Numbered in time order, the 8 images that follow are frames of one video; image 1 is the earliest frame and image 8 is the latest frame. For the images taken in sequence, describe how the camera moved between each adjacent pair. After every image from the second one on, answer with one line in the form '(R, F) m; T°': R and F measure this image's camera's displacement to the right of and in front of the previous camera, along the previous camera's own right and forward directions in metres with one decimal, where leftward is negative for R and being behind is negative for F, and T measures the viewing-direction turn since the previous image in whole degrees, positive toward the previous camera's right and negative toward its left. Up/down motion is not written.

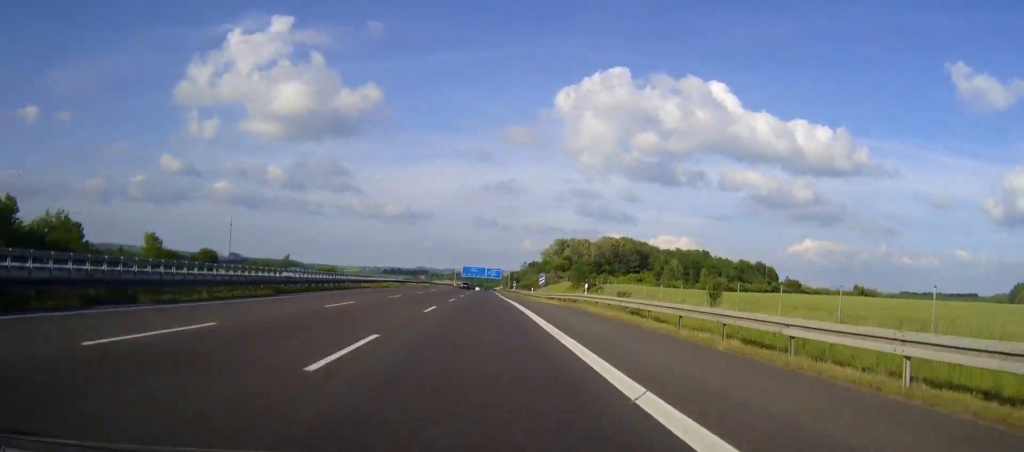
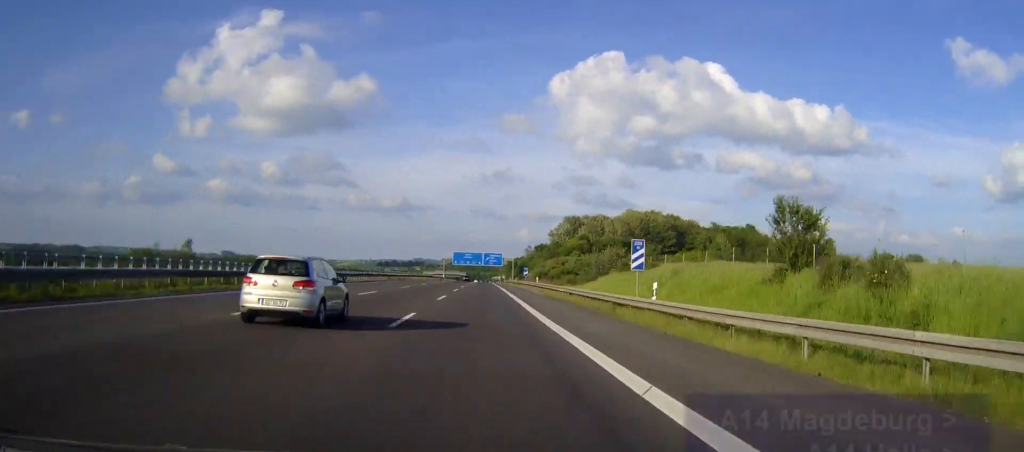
(+0.1, +65.6) m; 0°
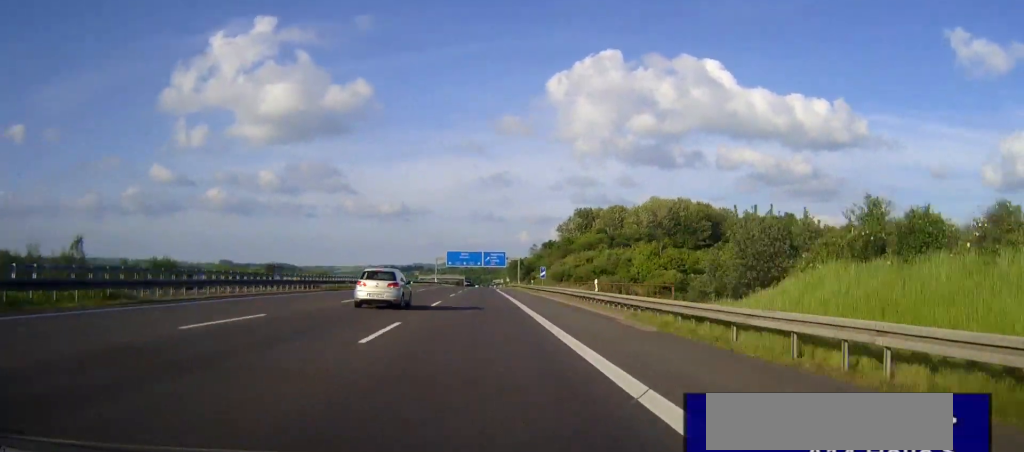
(0.0, +39.7) m; 0°
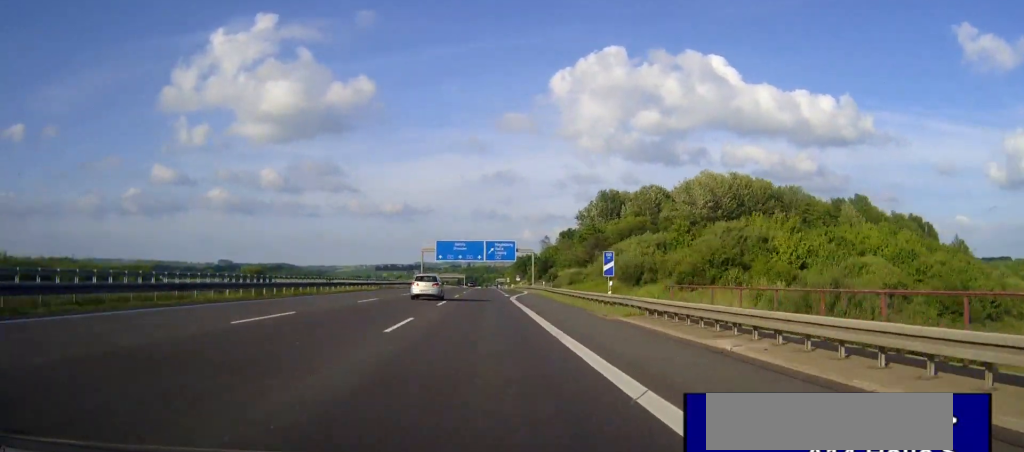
(0.0, +50.8) m; 0°
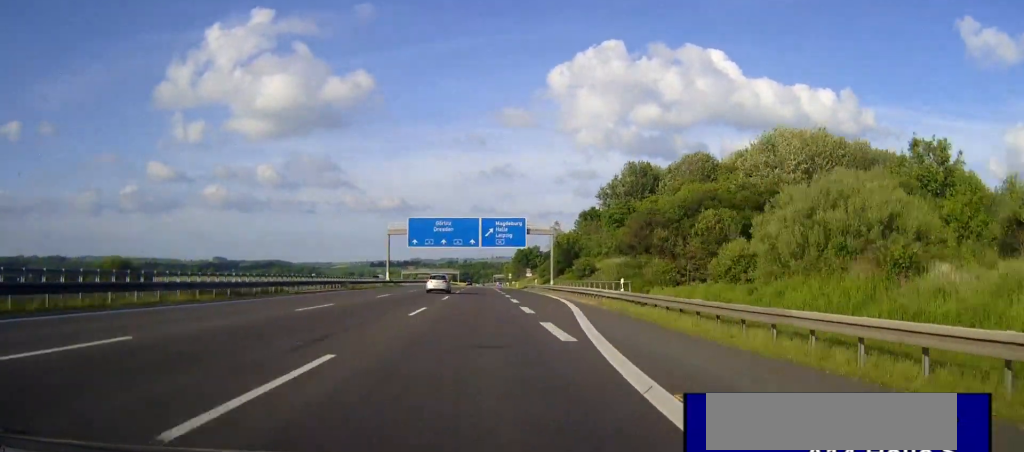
(0.0, +47.6) m; 0°
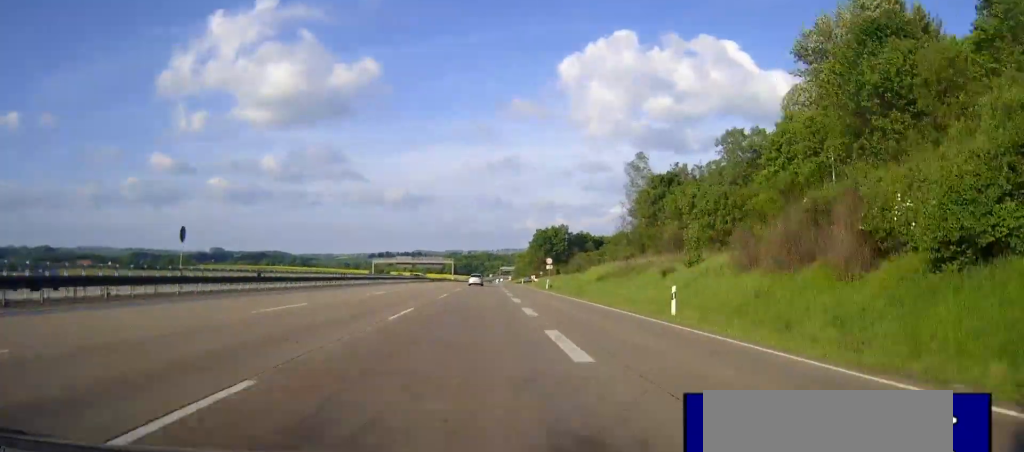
(-0.2, +111.7) m; 0°
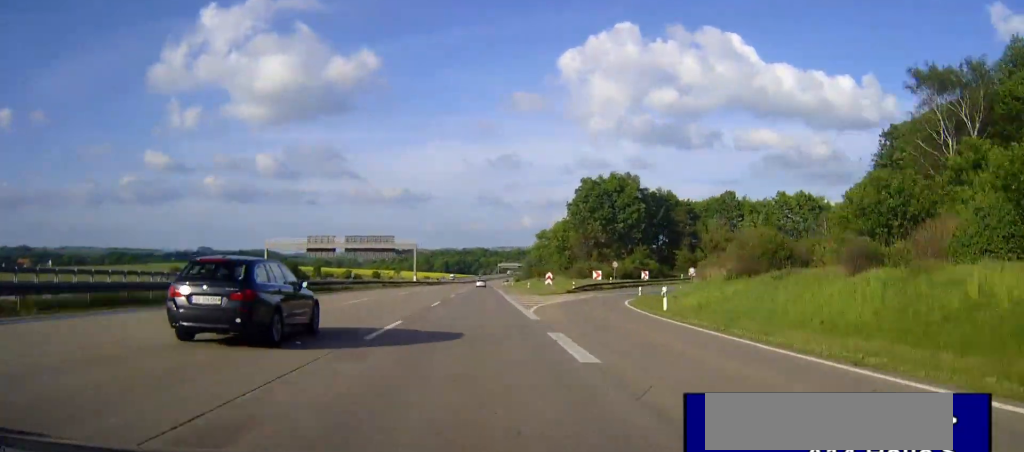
(0.0, +130.8) m; 0°
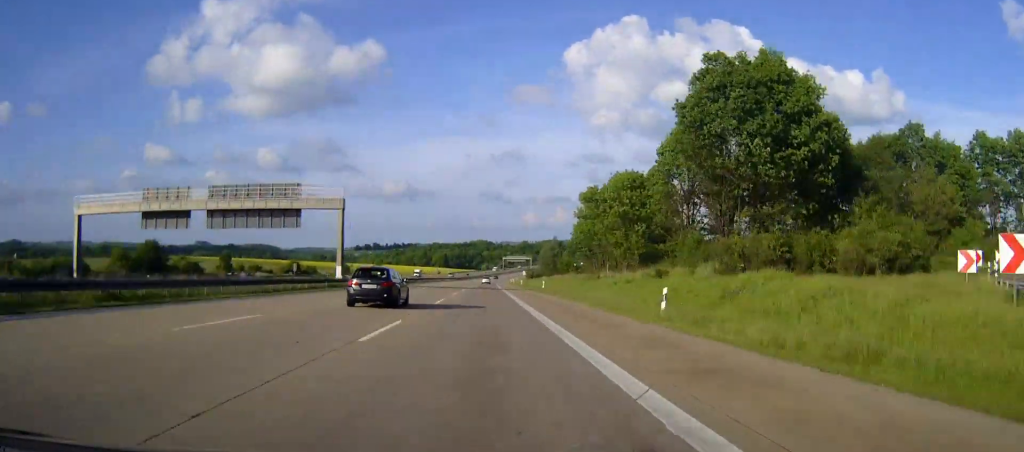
(-0.1, +72.3) m; 0°
